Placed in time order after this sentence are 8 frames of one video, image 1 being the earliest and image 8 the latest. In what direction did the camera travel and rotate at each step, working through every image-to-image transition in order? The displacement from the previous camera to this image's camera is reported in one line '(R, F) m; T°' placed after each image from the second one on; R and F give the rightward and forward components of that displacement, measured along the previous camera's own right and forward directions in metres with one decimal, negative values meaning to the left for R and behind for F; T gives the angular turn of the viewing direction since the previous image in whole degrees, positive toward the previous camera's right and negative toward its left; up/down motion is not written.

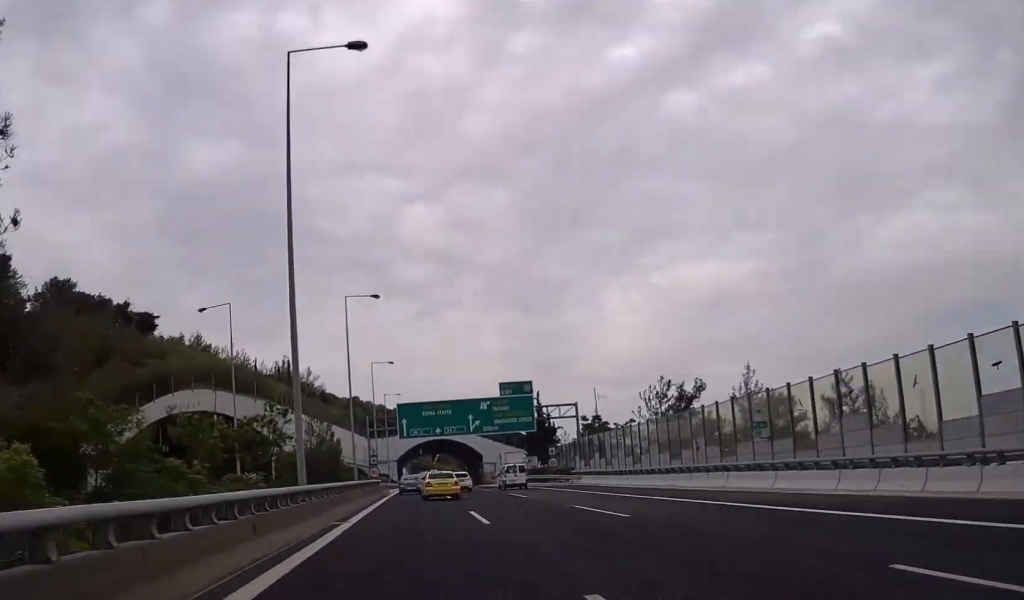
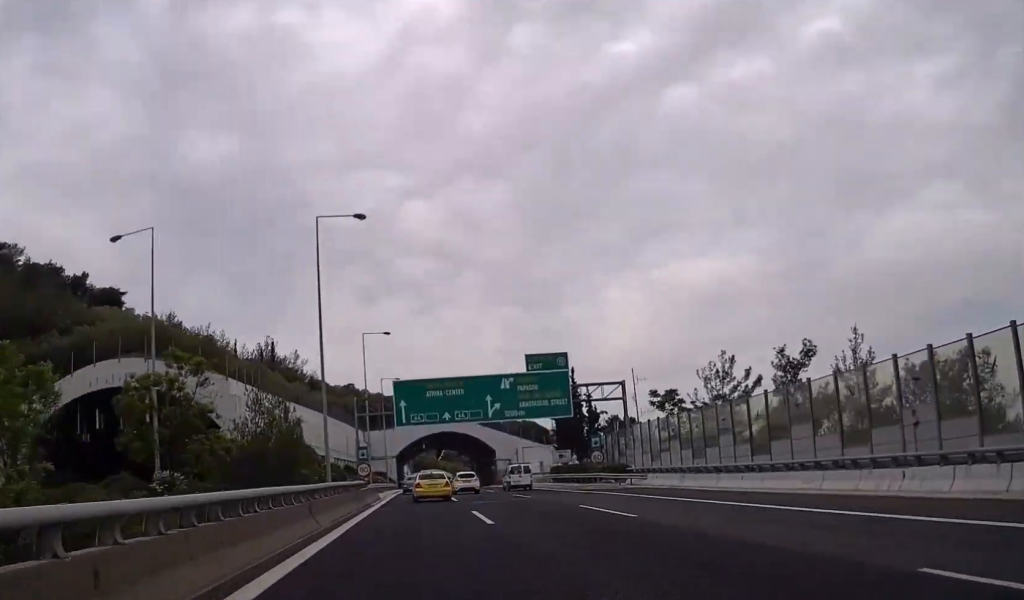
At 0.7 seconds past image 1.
(+2.3, +19.1) m; +4°
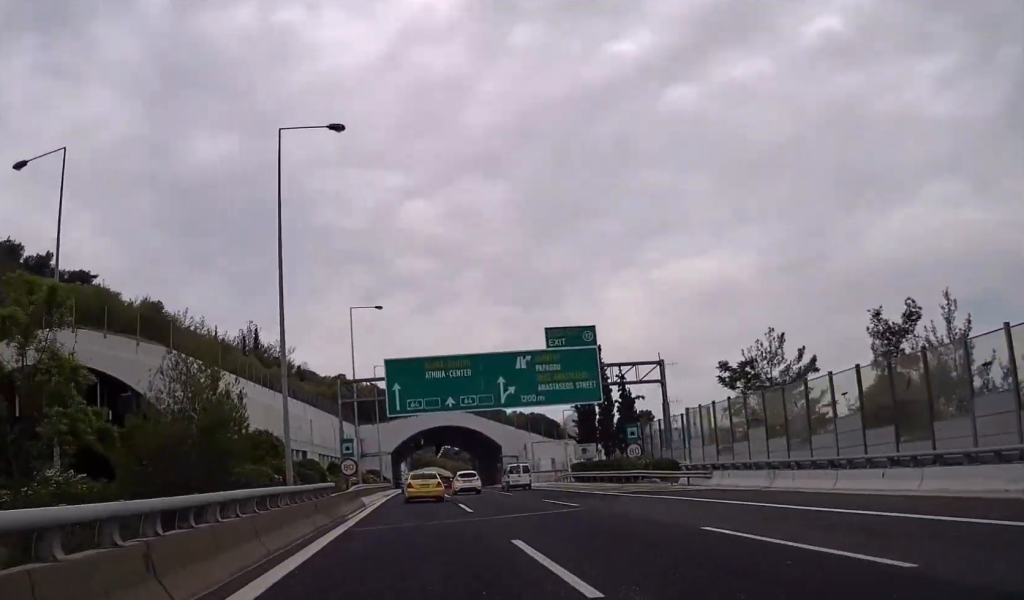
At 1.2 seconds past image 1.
(+0.2, +12.9) m; +1°
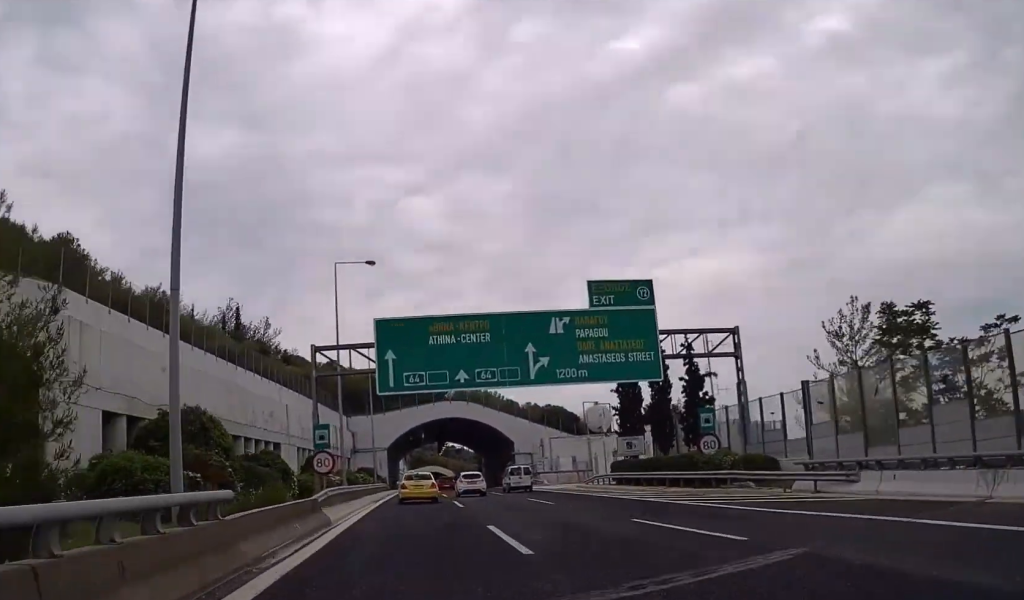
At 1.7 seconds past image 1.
(-0.4, +12.8) m; 0°
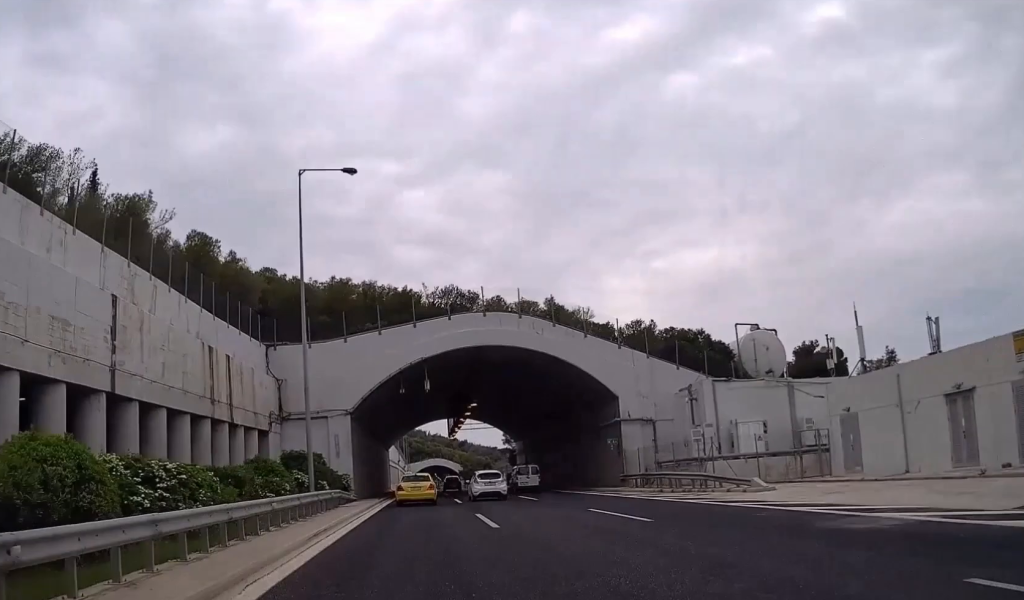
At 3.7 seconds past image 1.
(+0.6, +49.6) m; +1°
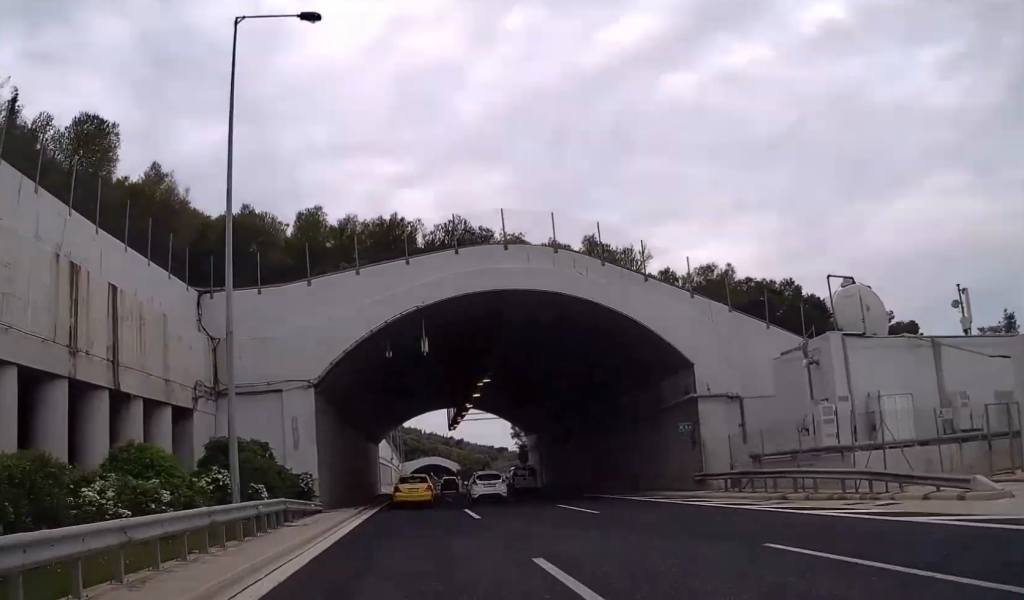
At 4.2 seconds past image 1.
(0.0, +13.3) m; 0°
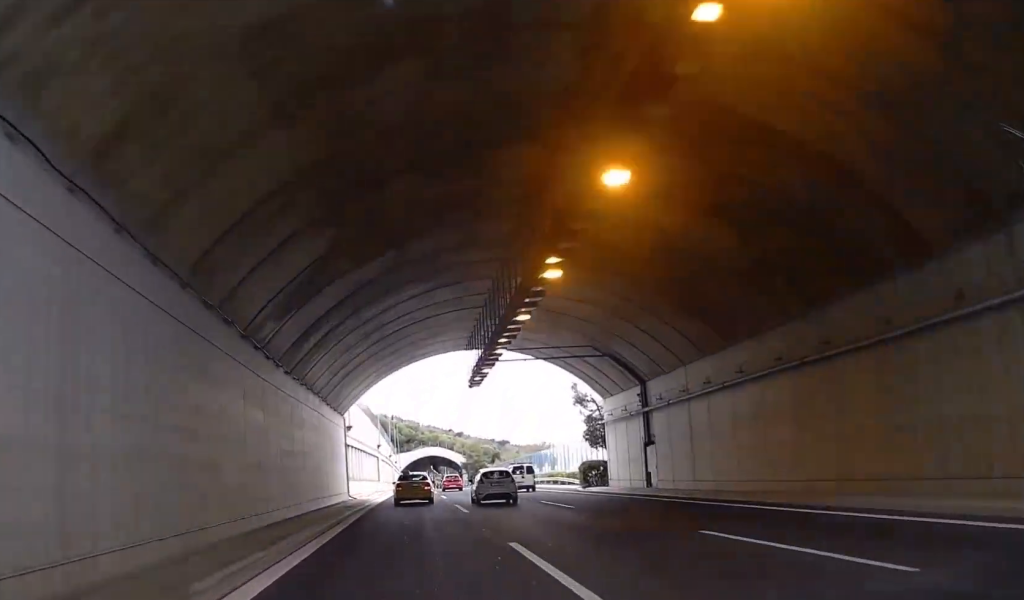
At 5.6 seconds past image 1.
(+0.4, +33.7) m; +1°
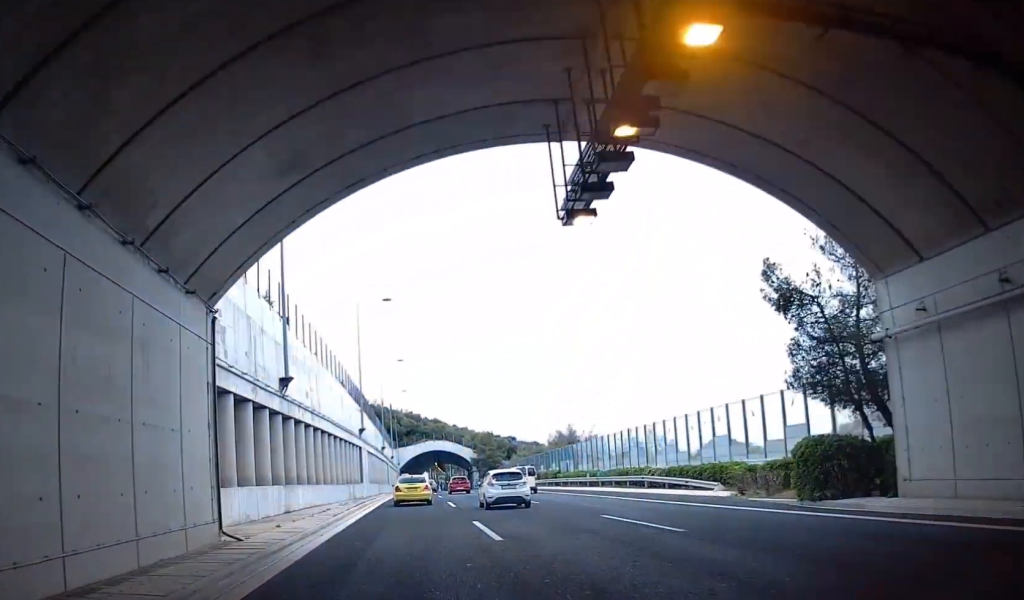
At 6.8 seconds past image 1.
(+0.2, +28.5) m; 0°
